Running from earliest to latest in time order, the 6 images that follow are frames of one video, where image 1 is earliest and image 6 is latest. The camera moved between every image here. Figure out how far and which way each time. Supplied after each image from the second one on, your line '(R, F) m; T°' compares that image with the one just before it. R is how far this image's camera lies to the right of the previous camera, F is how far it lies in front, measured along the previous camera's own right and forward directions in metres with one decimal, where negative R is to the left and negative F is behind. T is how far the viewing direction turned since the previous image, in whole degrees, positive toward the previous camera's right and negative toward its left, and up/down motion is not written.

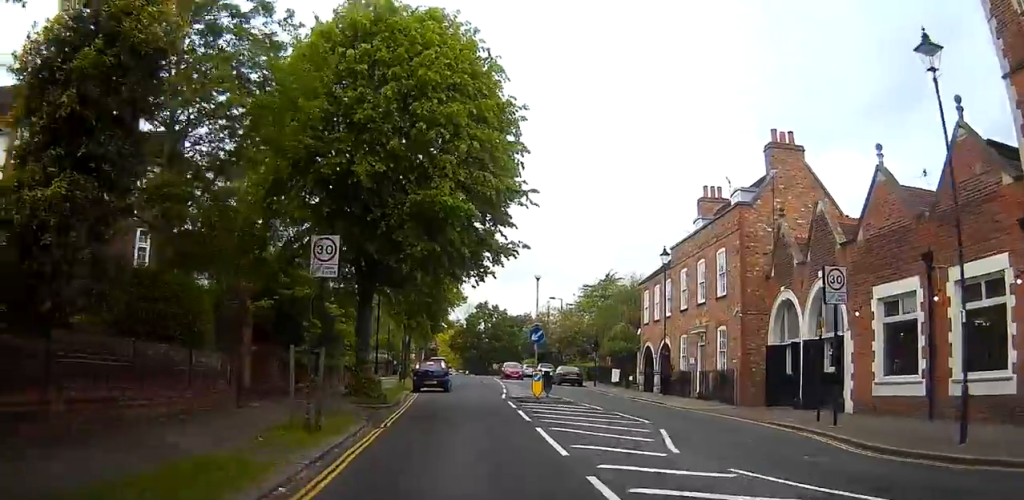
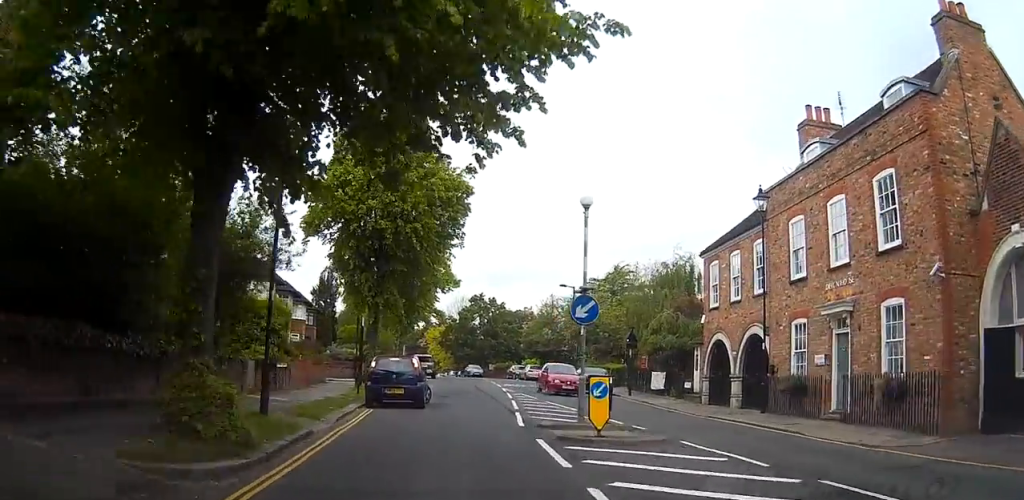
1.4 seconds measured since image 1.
(0.0, +11.7) m; +2°
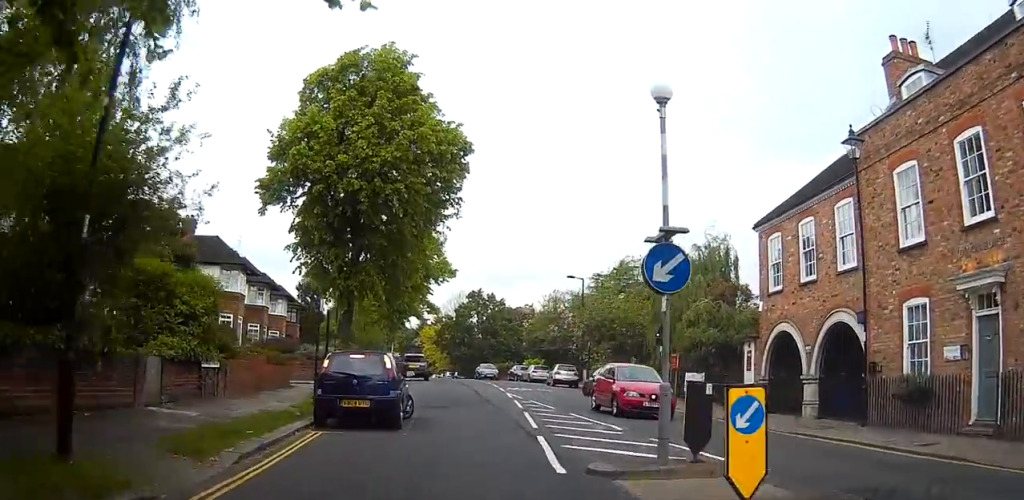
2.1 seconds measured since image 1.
(0.0, +6.1) m; +2°
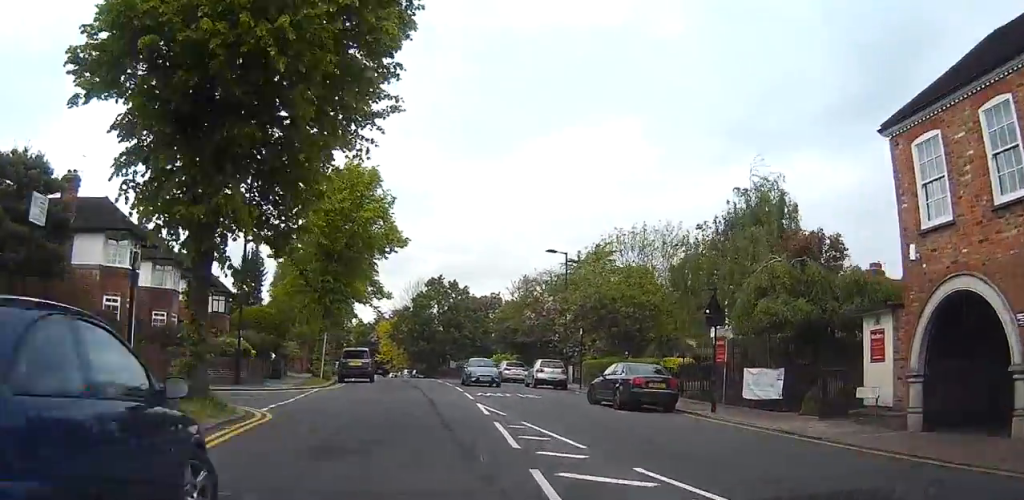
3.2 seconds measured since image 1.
(+0.6, +10.8) m; +3°
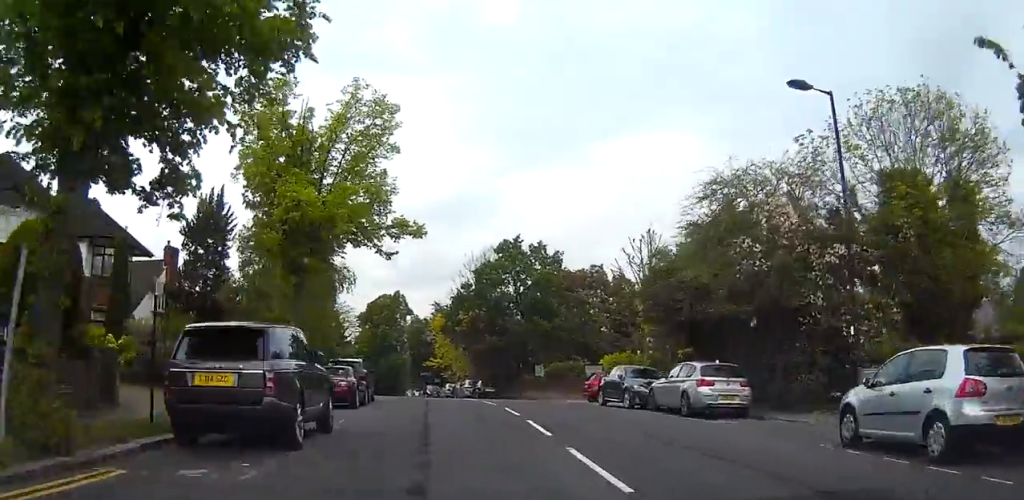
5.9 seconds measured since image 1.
(-1.1, +29.4) m; -3°
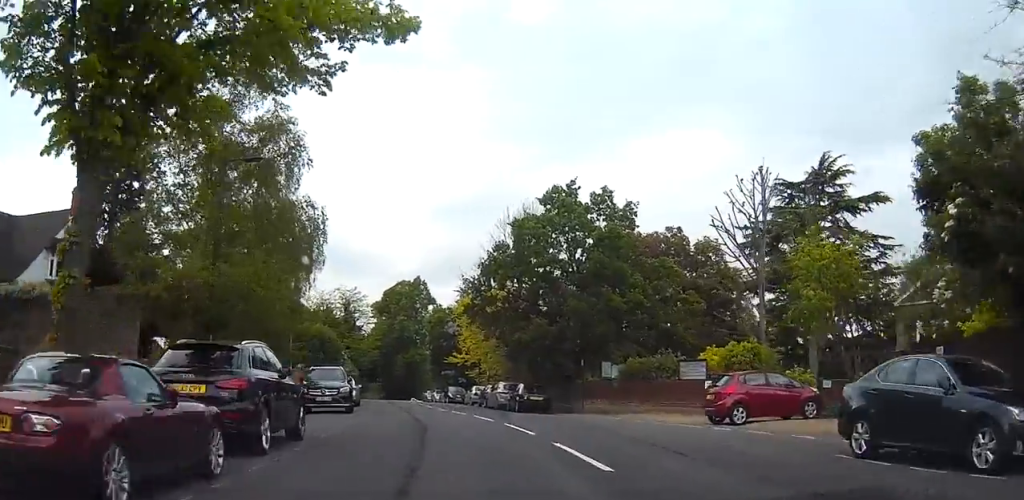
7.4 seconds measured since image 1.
(-0.3, +17.1) m; -3°
